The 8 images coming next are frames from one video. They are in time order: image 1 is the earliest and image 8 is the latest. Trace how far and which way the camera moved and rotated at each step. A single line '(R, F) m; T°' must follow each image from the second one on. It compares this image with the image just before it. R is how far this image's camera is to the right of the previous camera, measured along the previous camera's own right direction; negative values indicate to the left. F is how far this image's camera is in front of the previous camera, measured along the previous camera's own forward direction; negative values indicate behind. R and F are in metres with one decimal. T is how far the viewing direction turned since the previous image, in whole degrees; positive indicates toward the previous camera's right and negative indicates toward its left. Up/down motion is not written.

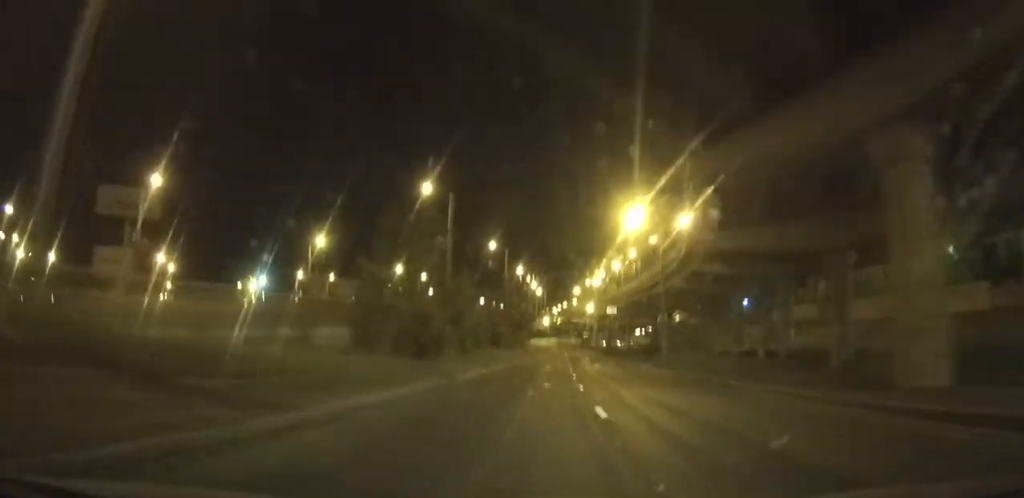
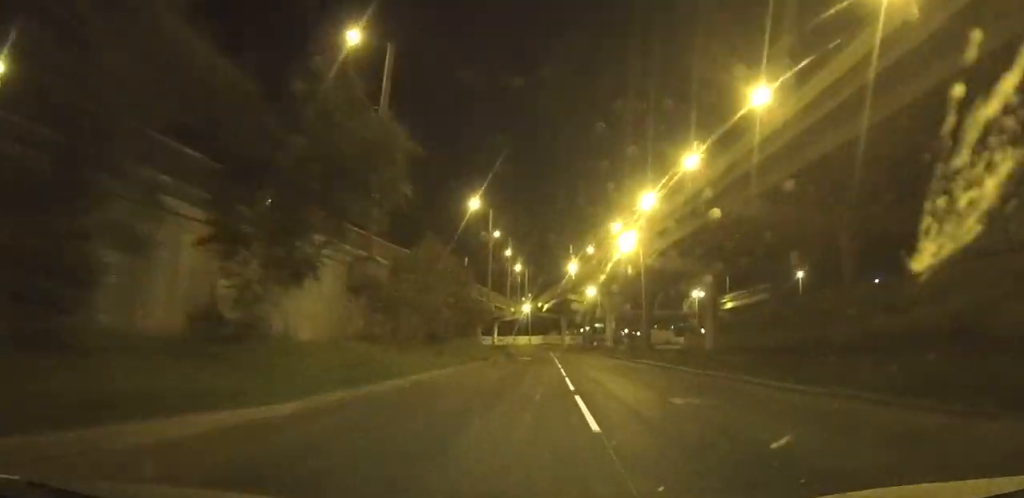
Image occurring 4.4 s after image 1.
(+0.7, +59.9) m; 0°
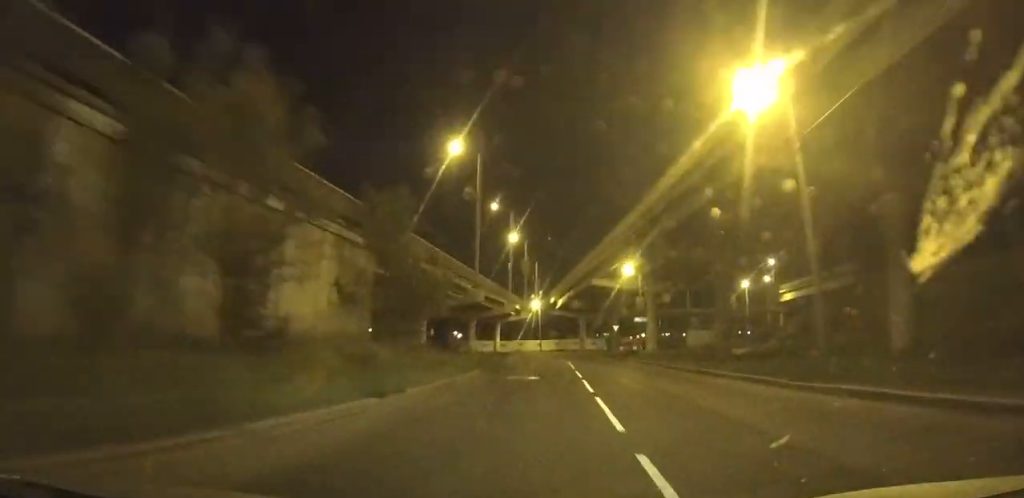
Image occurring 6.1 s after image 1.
(-0.1, +18.2) m; 0°
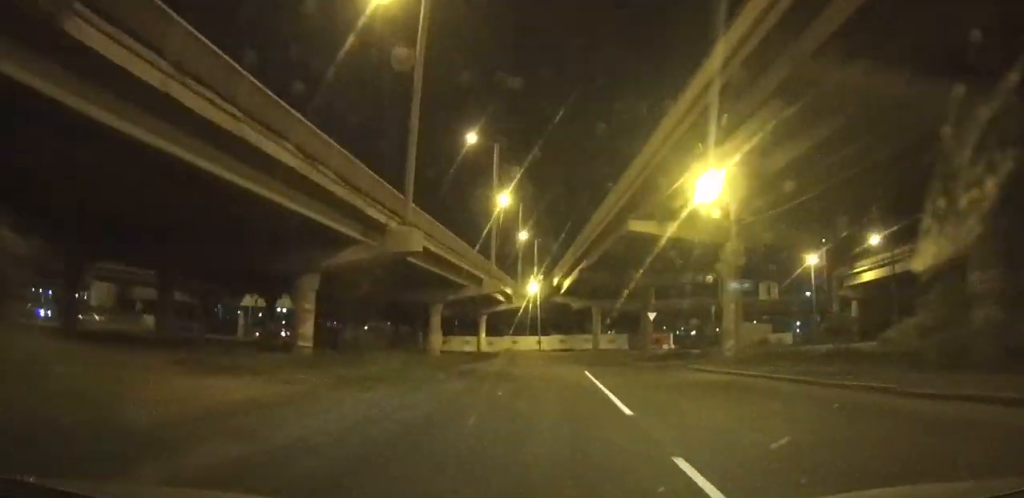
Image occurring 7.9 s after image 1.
(0.0, +17.5) m; 0°
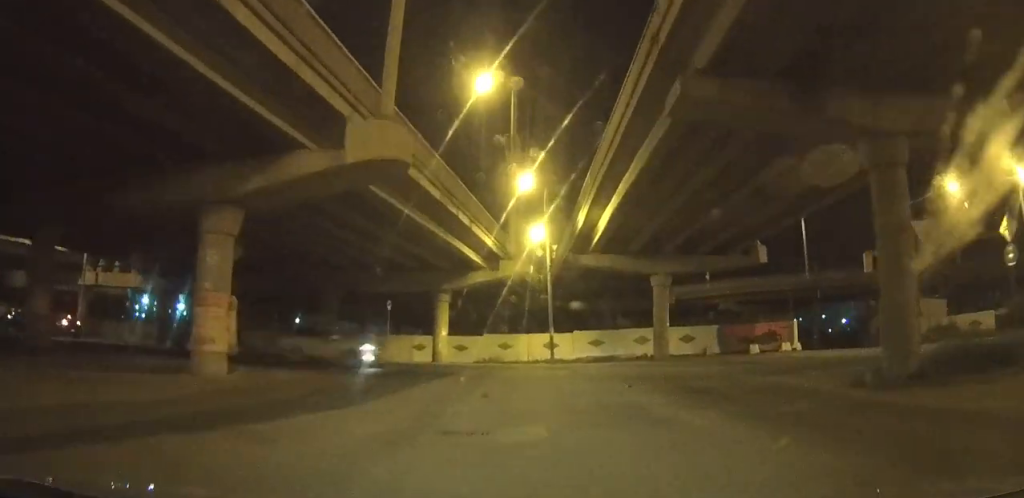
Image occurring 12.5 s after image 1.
(+0.9, +29.3) m; +2°
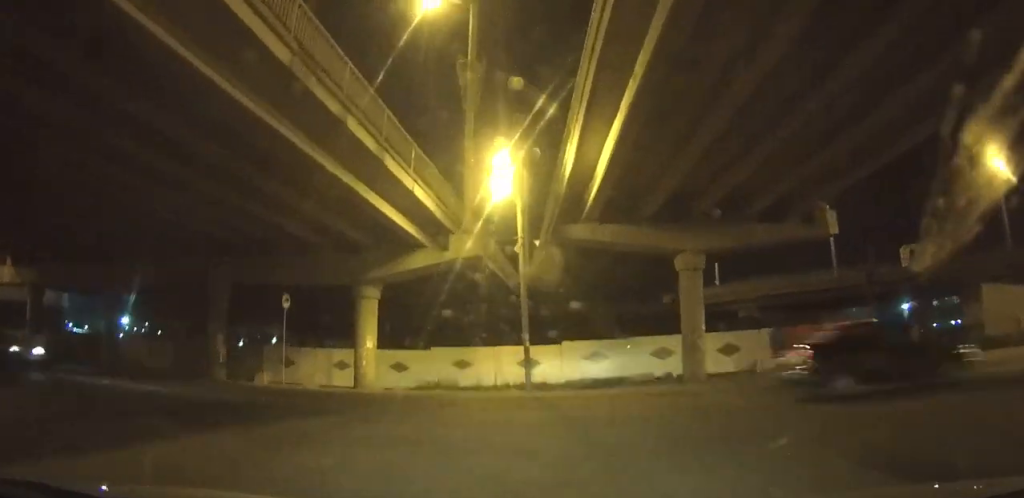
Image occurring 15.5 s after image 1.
(-0.2, +11.8) m; -8°
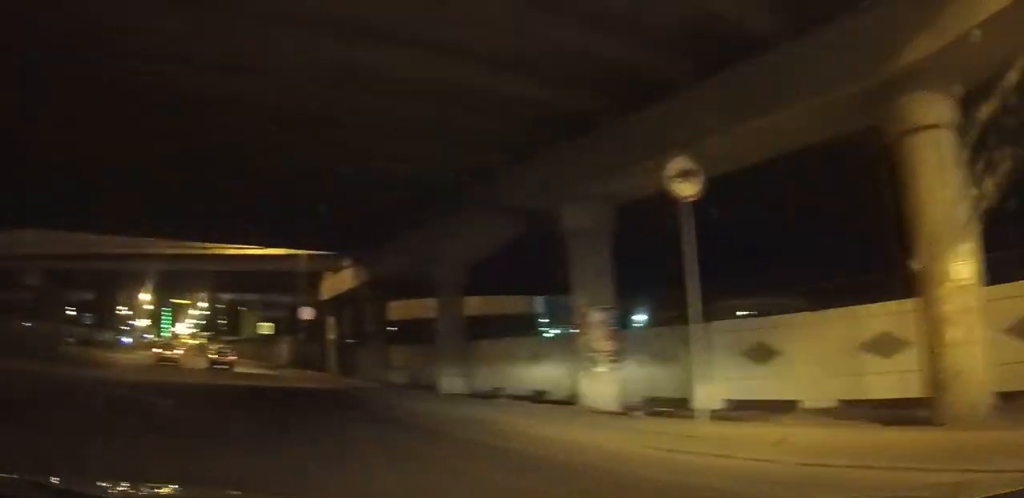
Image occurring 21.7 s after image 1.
(-11.4, +18.1) m; -73°
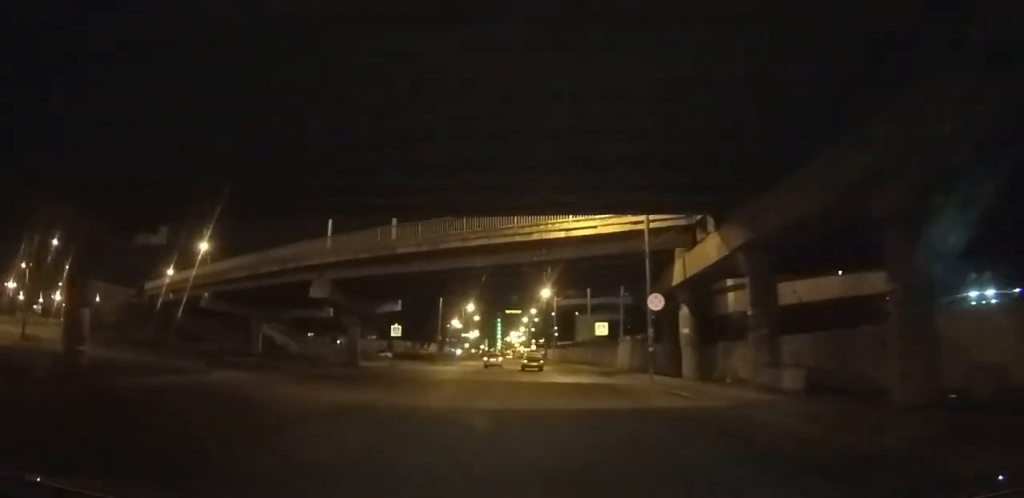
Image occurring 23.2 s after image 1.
(-1.9, +10.3) m; -10°
